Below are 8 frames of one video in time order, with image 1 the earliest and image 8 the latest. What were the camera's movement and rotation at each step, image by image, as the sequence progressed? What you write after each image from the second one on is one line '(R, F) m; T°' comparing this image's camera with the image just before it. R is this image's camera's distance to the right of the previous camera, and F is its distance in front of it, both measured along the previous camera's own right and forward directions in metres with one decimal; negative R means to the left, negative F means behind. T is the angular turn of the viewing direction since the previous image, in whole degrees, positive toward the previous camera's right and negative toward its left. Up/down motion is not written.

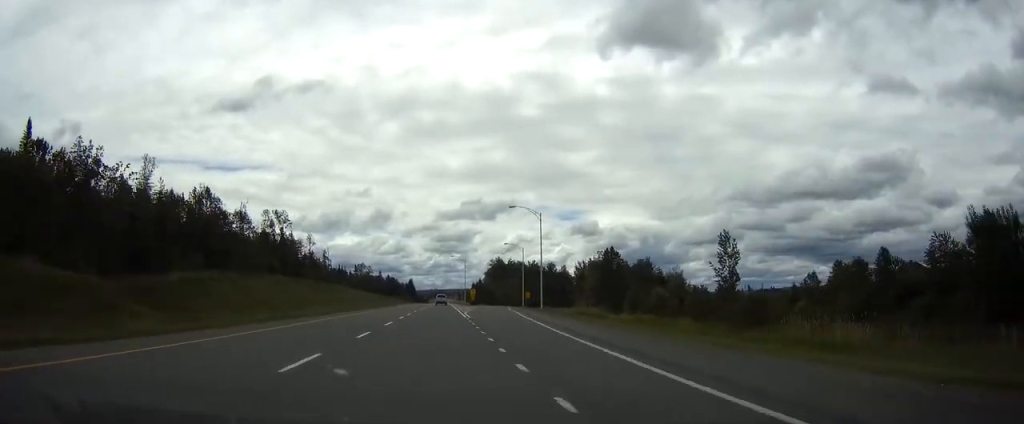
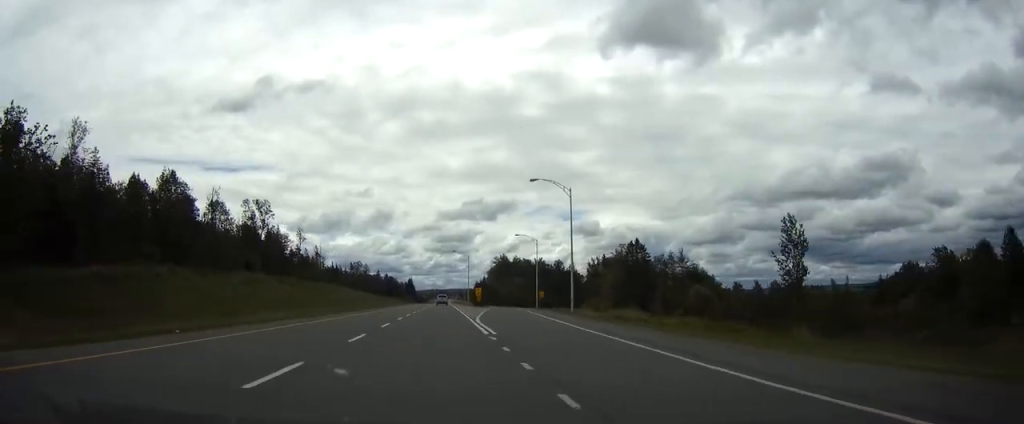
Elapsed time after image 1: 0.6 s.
(0.0, +19.8) m; 0°
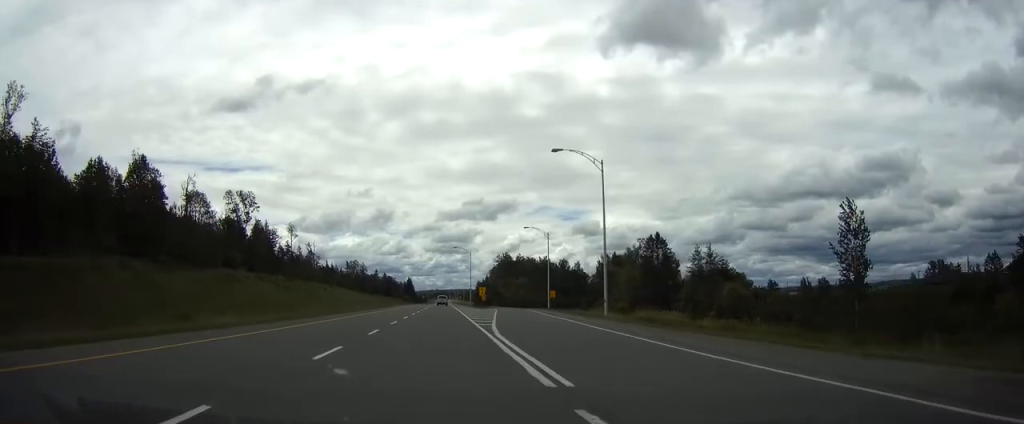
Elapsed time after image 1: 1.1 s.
(0.0, +13.5) m; 0°
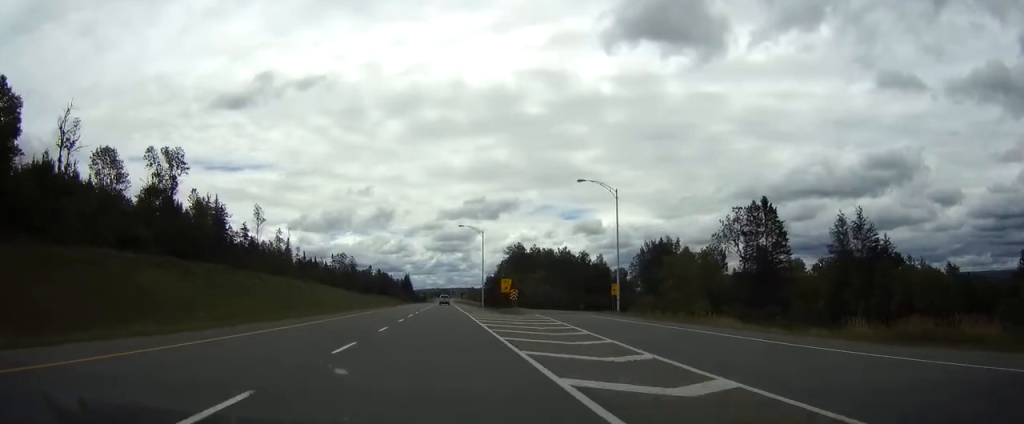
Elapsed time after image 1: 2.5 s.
(-0.1, +43.5) m; 0°
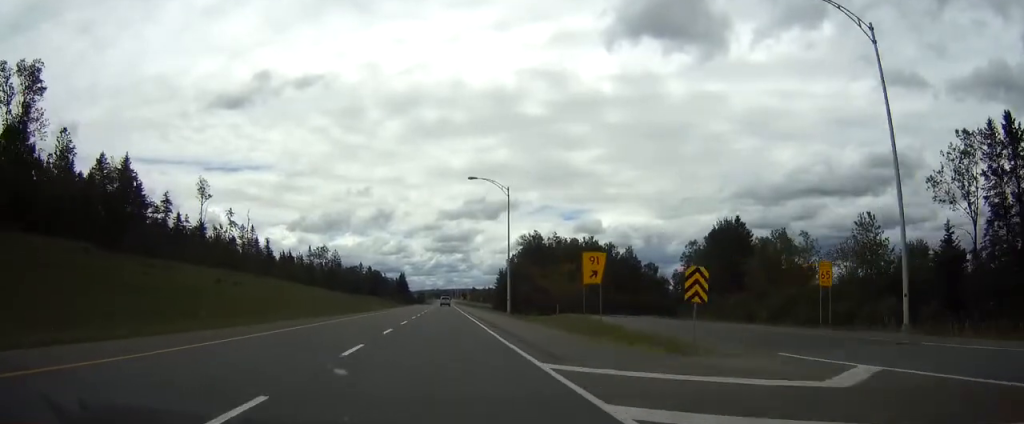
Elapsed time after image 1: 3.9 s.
(0.0, +44.5) m; 0°
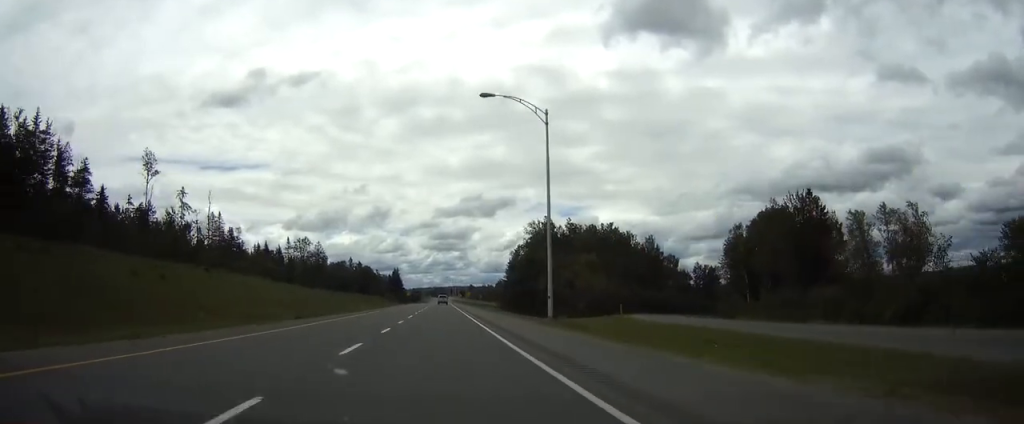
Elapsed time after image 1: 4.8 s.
(+0.1, +26.9) m; 0°
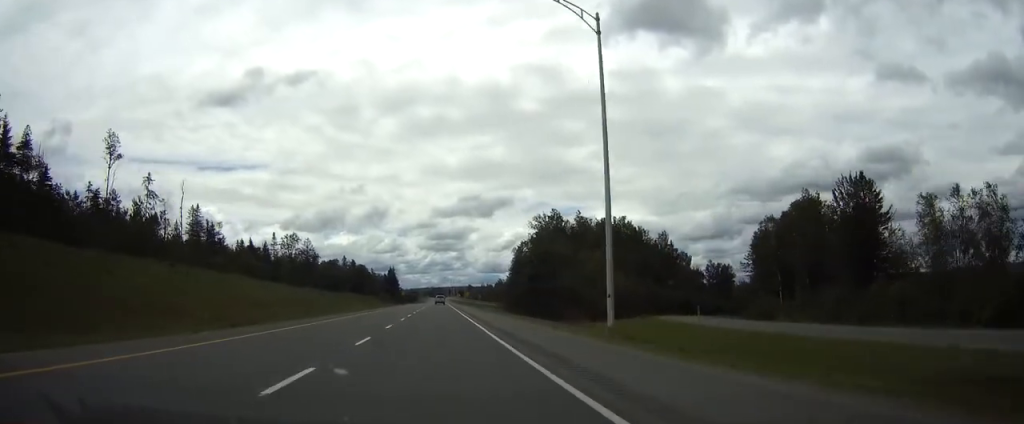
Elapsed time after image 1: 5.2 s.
(0.0, +14.5) m; 0°
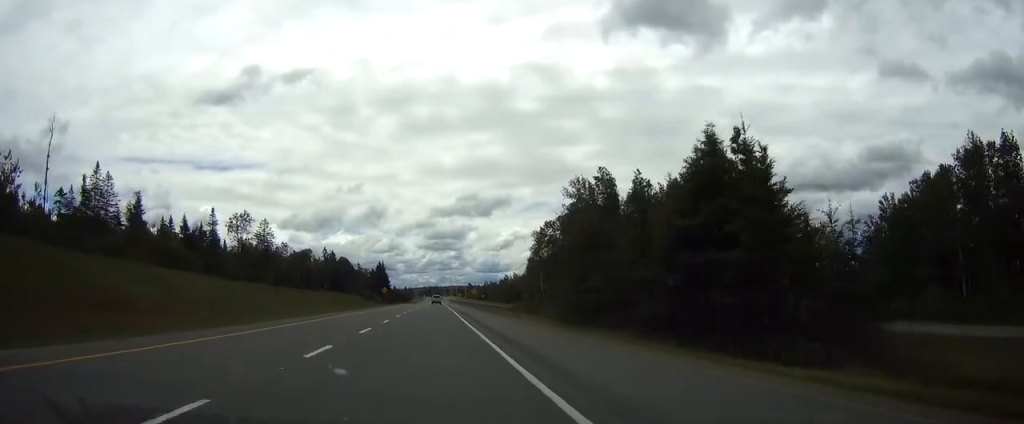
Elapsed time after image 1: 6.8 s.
(+0.1, +48.8) m; 0°
